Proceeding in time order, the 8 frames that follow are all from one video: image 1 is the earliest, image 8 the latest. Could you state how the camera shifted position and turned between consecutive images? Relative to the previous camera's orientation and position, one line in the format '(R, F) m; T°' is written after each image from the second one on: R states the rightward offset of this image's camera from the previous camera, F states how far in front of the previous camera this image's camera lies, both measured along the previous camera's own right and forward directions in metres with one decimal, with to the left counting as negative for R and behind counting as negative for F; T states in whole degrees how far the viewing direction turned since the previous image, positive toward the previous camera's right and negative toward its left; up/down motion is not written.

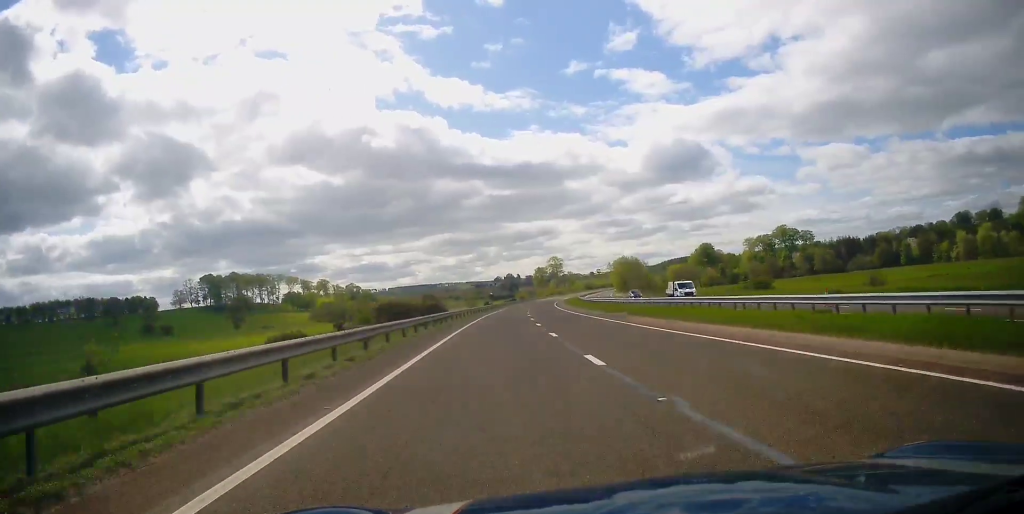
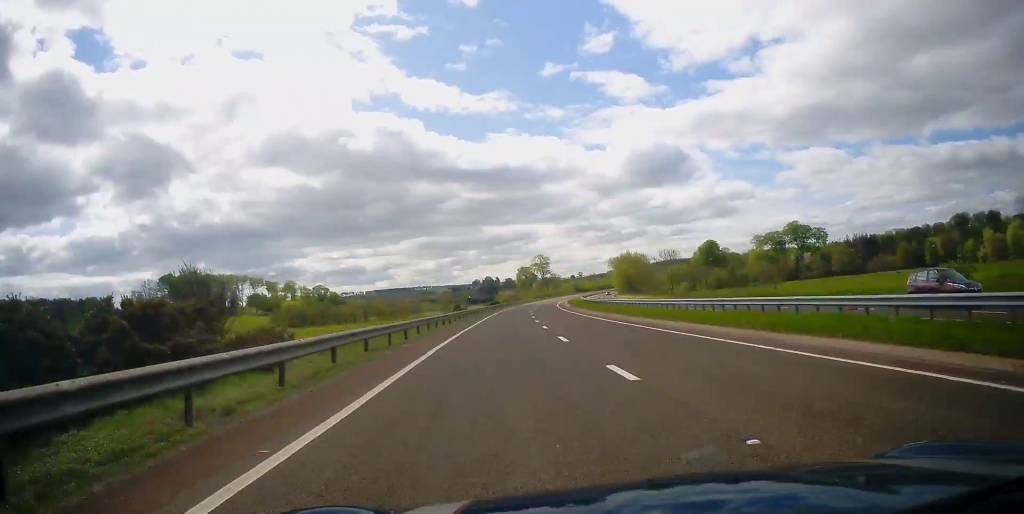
(+1.1, +38.5) m; +3°
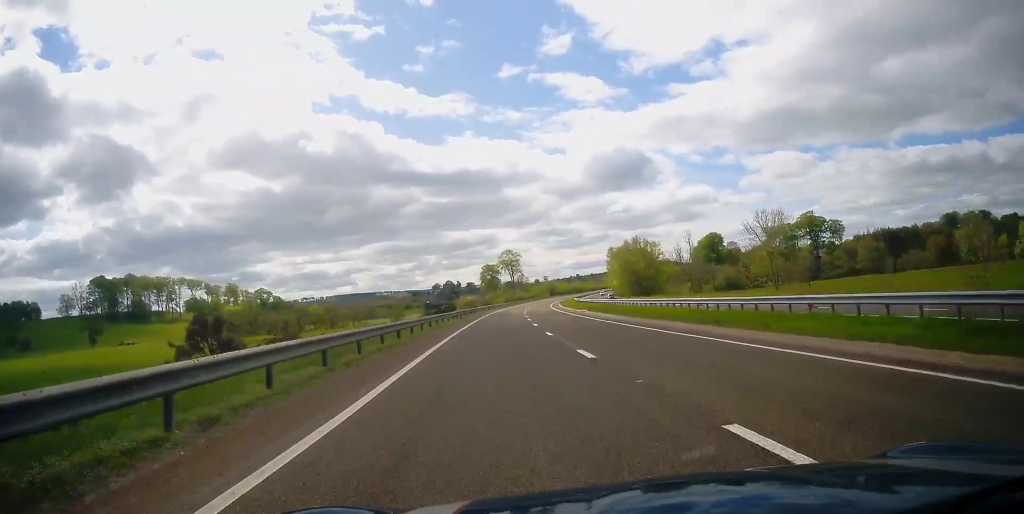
(+1.0, +51.0) m; +3°
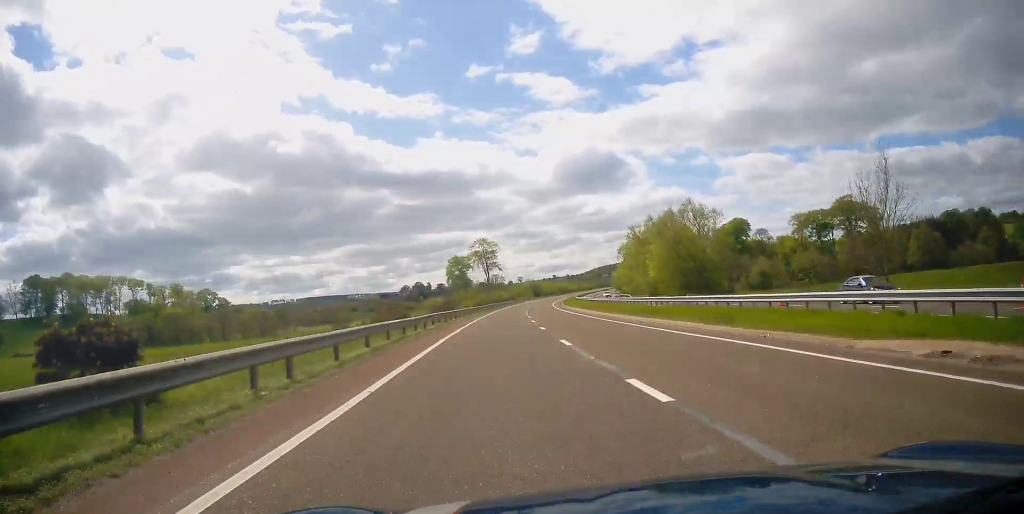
(+1.6, +51.3) m; +3°
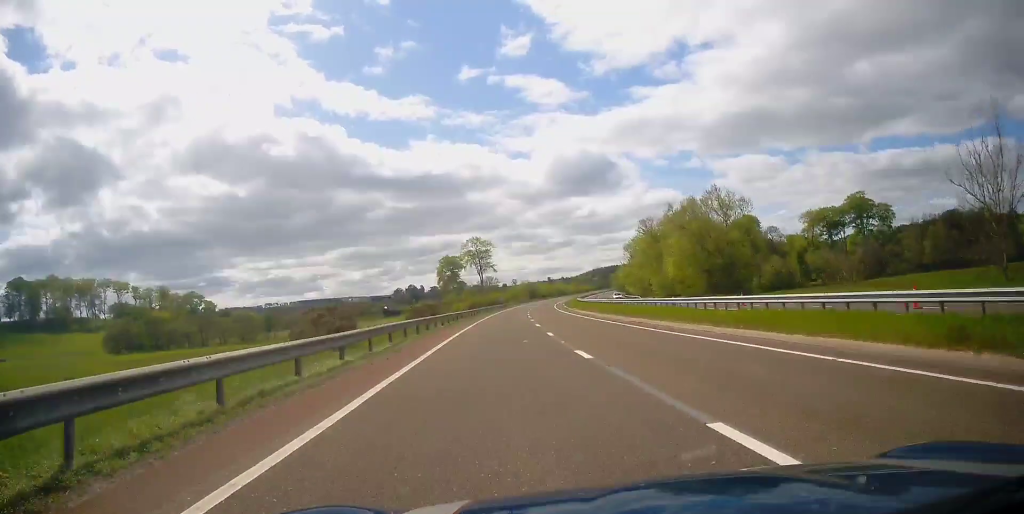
(0.0, +12.5) m; +1°
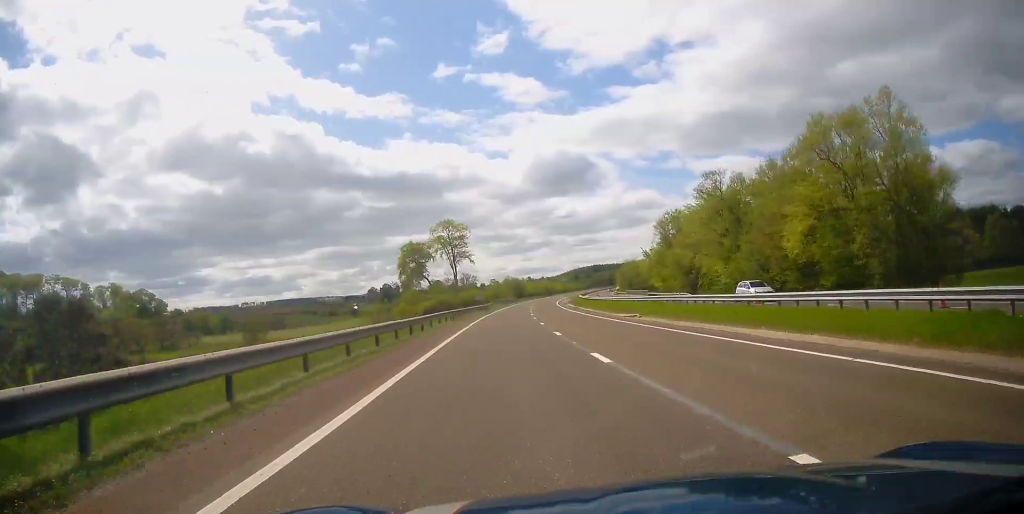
(+0.7, +37.7) m; +2°
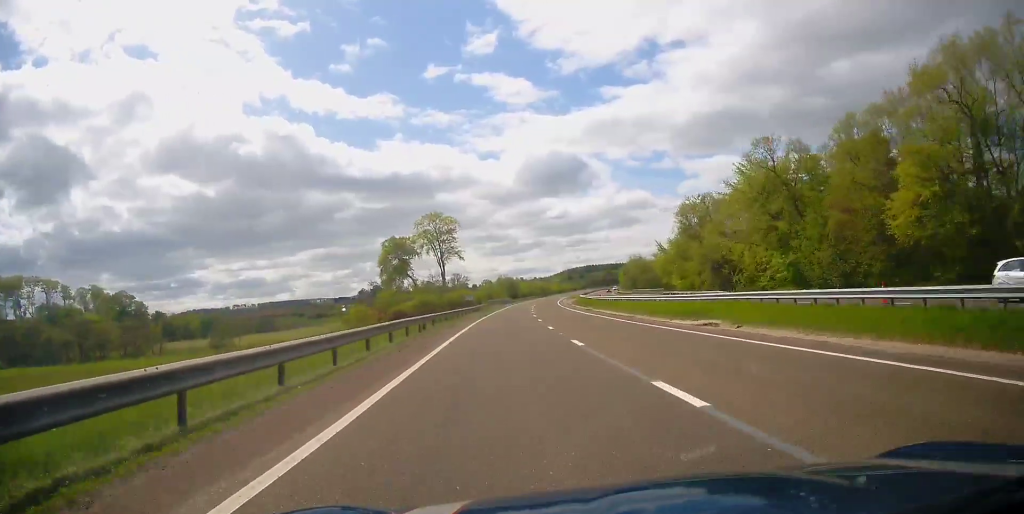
(0.0, +14.8) m; +1°
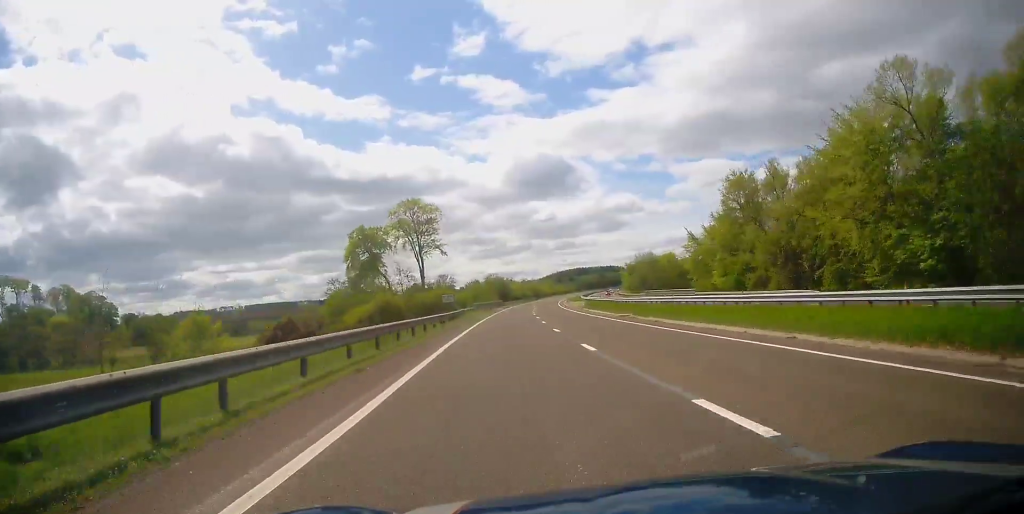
(+0.2, +19.3) m; +1°
